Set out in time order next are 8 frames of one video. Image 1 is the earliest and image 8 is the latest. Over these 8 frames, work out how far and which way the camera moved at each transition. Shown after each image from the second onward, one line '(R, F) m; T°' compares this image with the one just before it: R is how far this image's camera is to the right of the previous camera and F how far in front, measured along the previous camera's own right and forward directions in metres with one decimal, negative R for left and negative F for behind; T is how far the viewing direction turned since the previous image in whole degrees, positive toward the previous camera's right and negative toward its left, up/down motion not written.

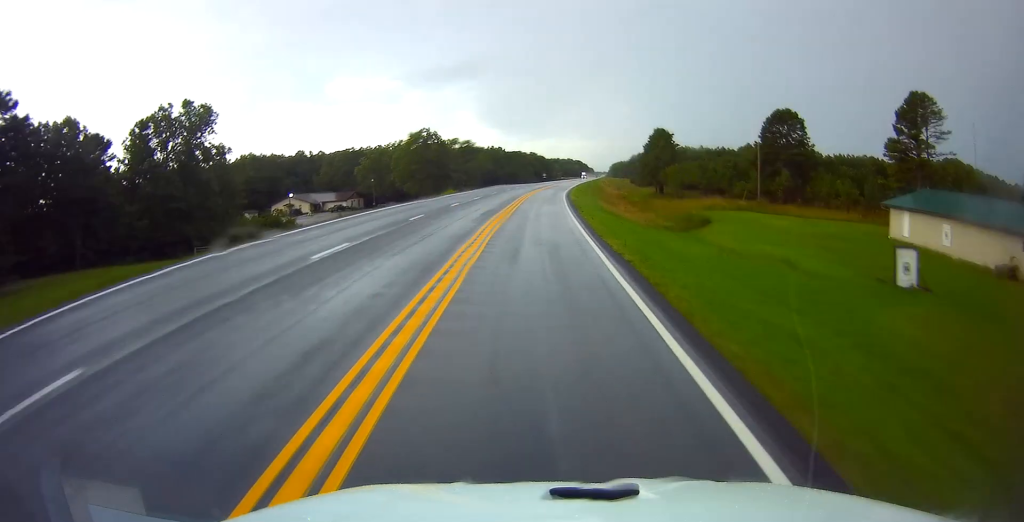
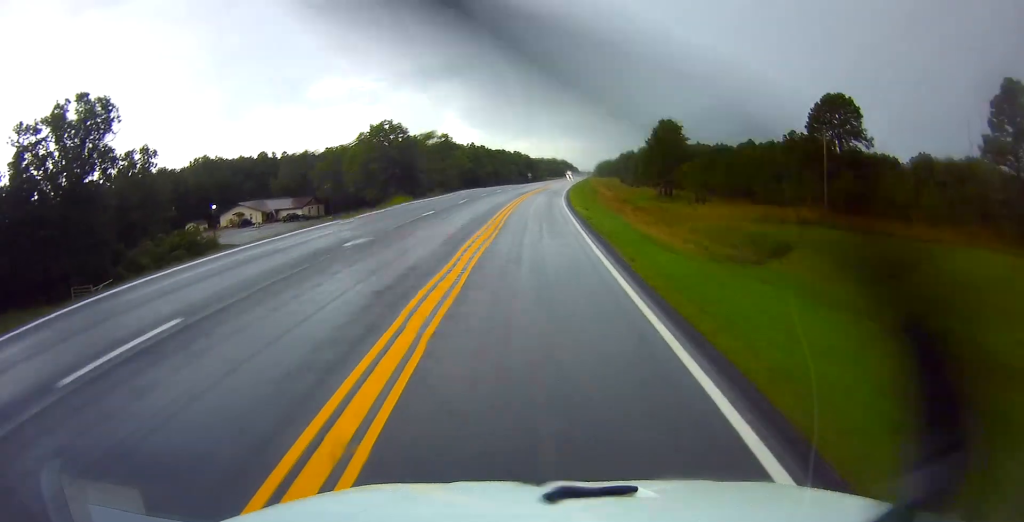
(+0.6, +21.4) m; +1°
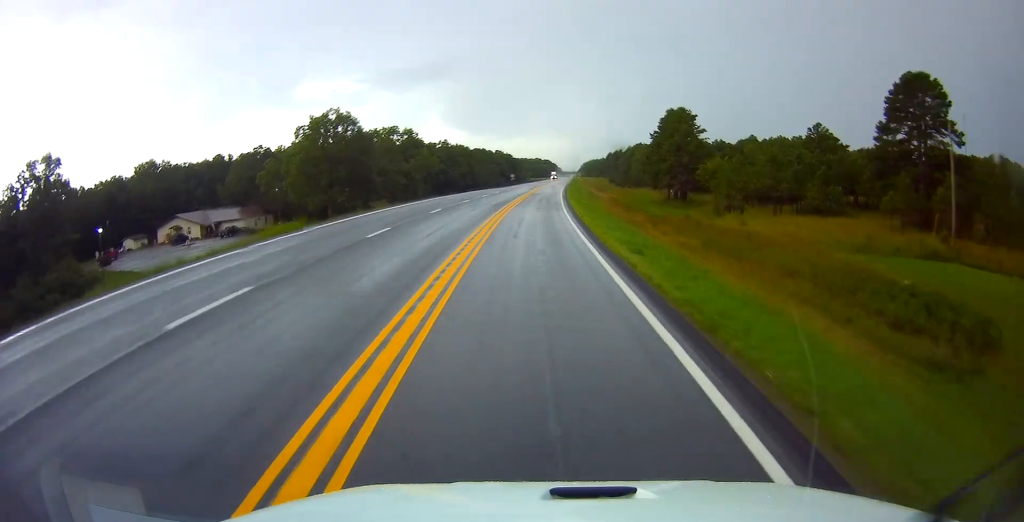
(+0.3, +21.4) m; +1°
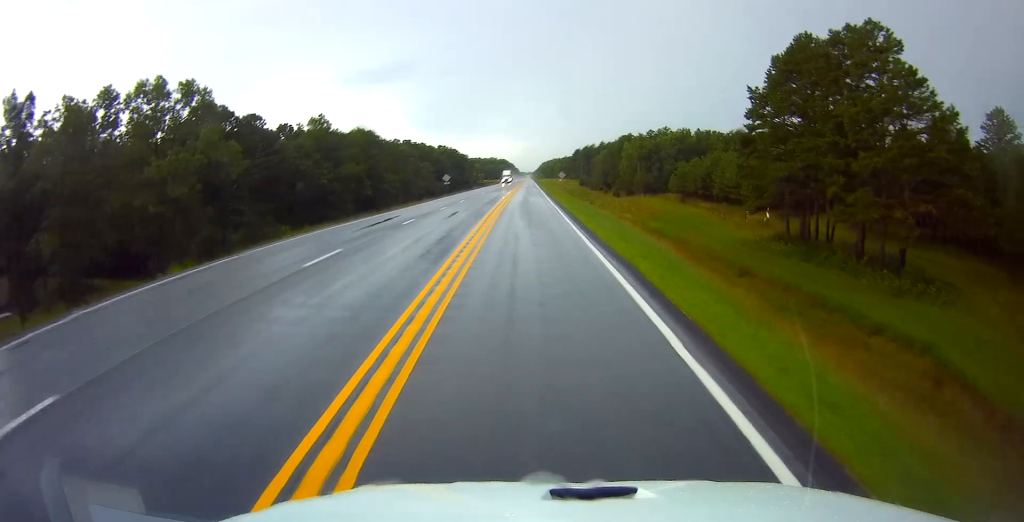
(+1.2, +65.8) m; +3°
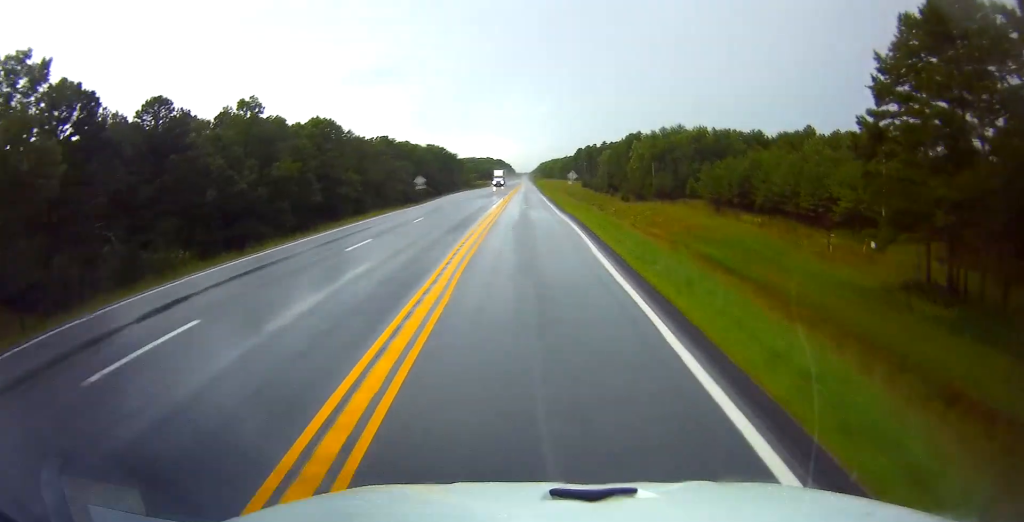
(+0.3, +20.2) m; +1°
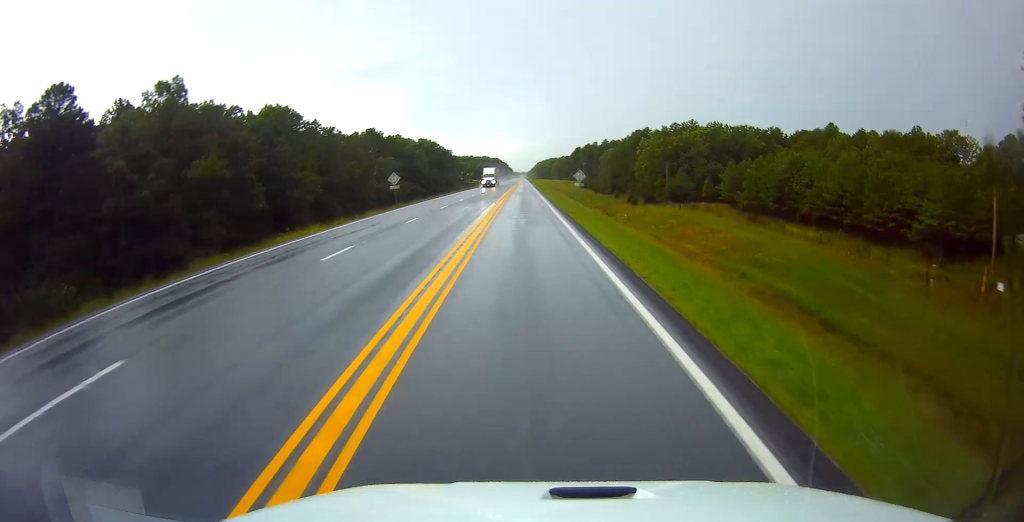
(0.0, +14.2) m; -1°
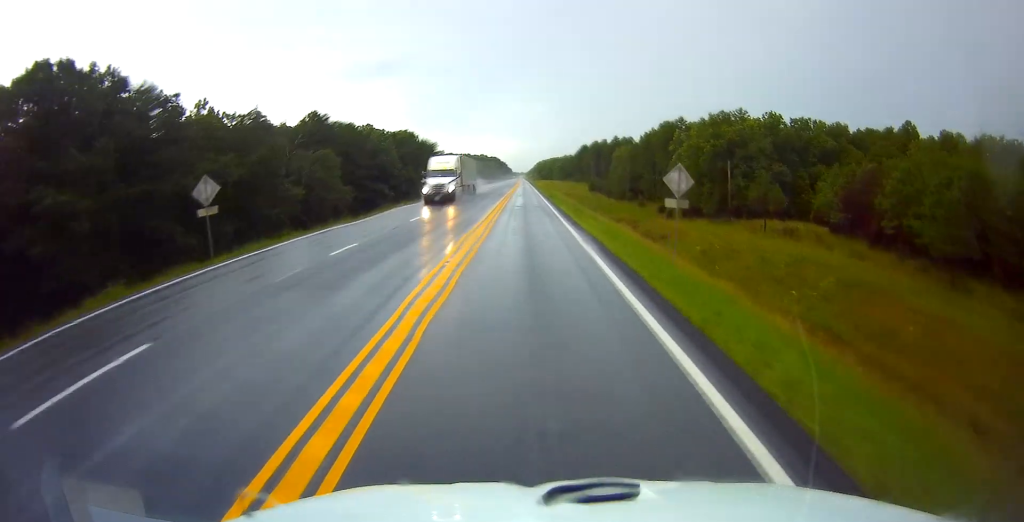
(-0.4, +35.4) m; 0°
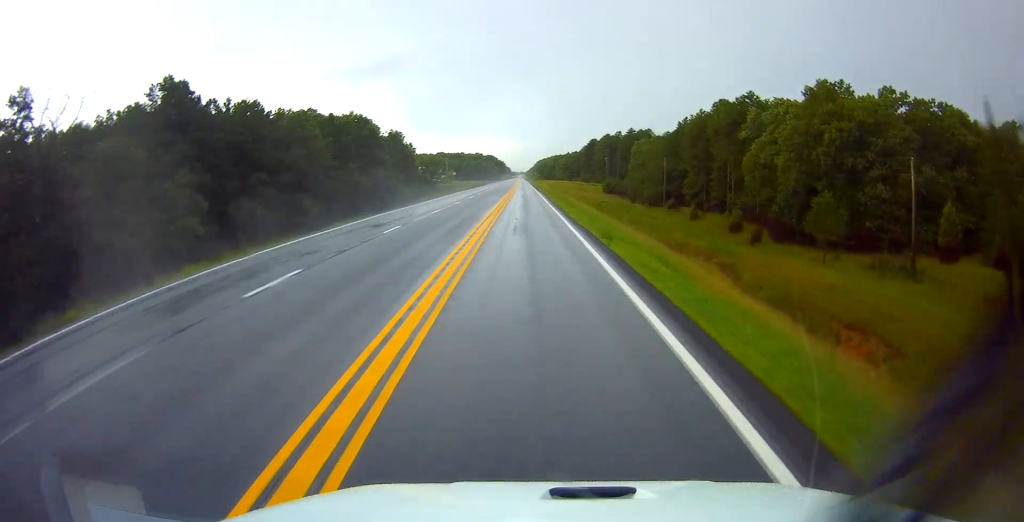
(+0.6, +41.4) m; +1°
